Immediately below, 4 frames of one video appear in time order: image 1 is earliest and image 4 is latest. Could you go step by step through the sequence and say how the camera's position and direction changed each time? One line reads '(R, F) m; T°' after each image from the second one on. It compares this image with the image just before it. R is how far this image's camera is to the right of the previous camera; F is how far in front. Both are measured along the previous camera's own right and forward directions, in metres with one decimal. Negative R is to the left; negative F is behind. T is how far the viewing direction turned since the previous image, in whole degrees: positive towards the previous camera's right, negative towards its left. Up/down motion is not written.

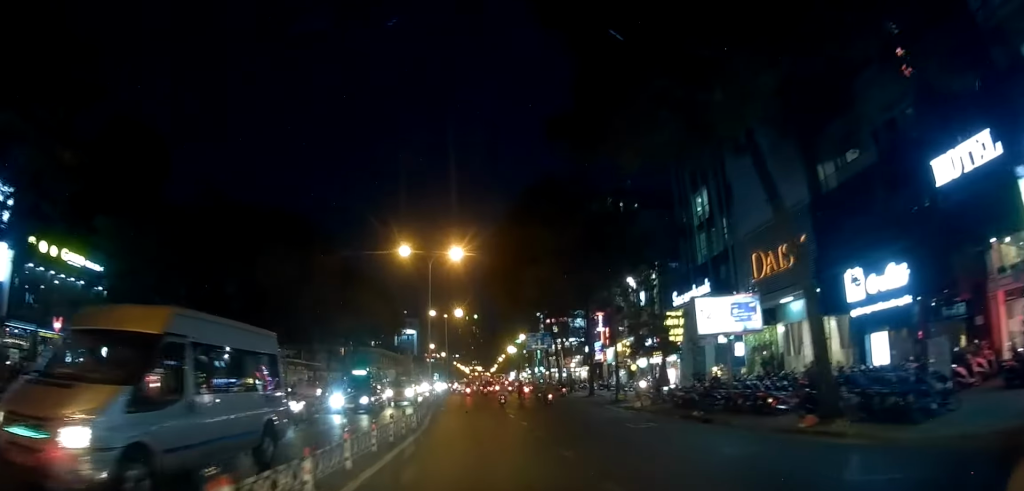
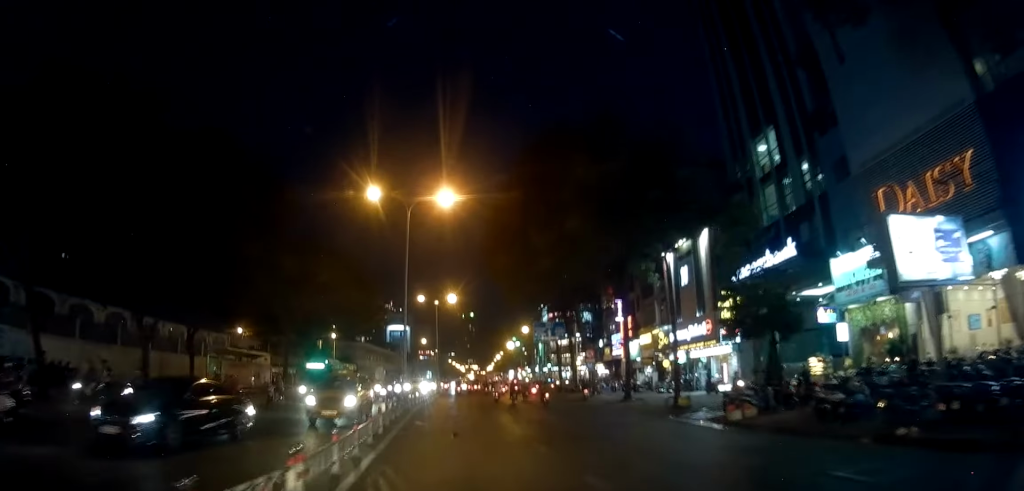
(+0.2, +11.3) m; +8°
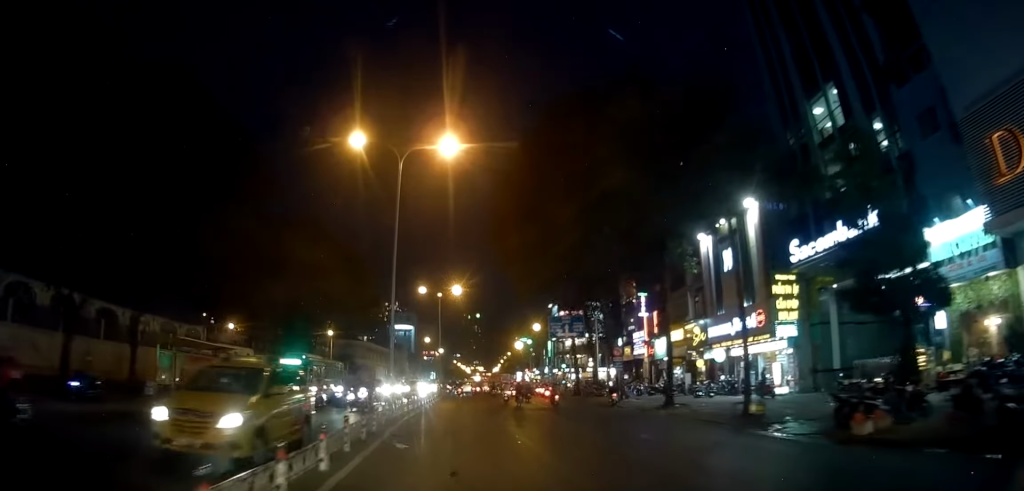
(+0.6, +5.9) m; +2°
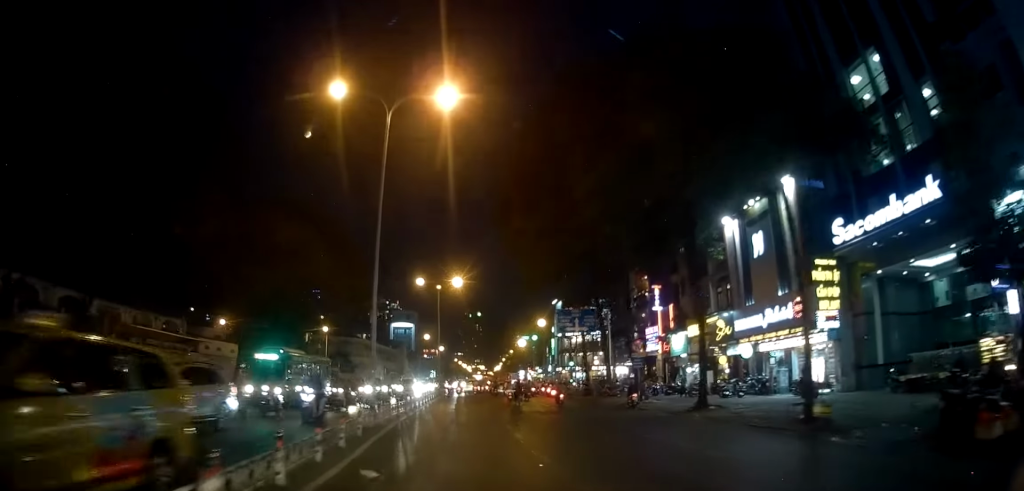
(-0.1, +3.7) m; -4°
